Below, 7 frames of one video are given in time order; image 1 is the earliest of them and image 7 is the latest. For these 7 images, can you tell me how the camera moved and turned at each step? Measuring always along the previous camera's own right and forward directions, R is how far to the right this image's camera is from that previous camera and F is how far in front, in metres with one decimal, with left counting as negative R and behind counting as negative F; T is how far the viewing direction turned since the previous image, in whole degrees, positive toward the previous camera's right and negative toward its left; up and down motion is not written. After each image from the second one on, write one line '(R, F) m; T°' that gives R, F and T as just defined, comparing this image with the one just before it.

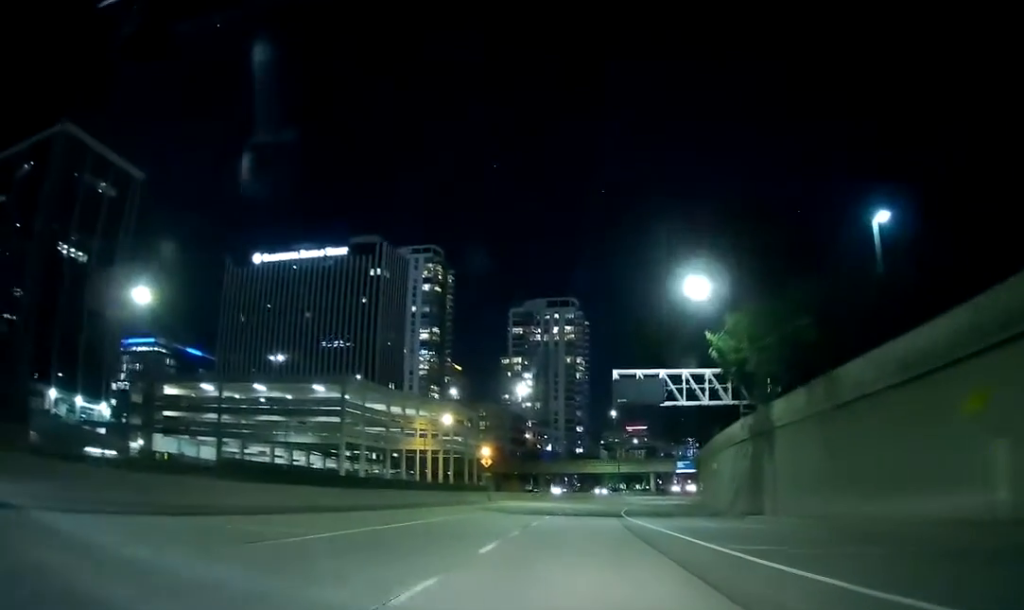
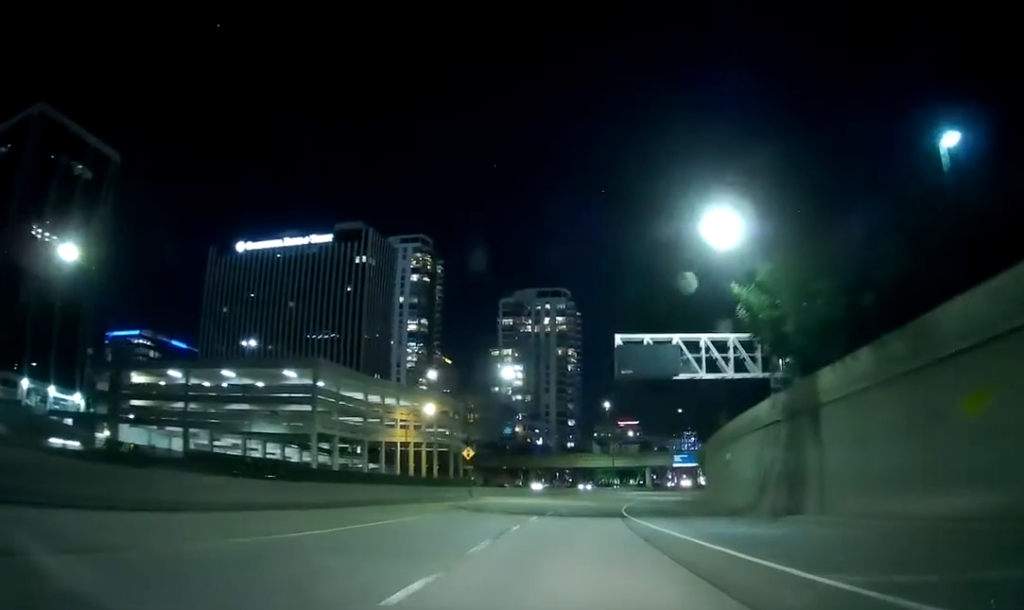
(+0.1, +7.4) m; +1°
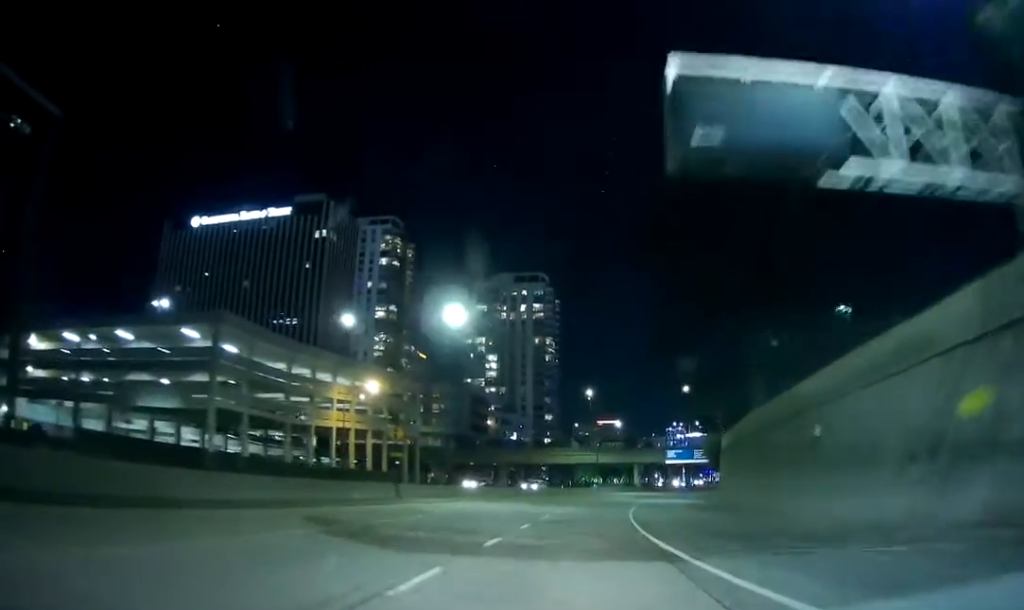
(+0.2, +20.6) m; +2°
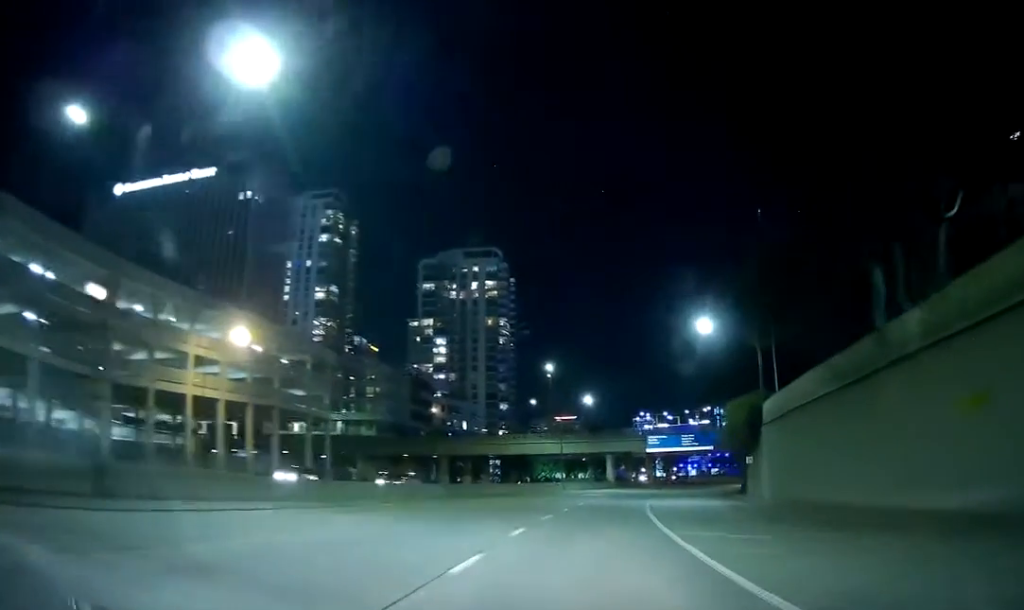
(+0.5, +26.7) m; +3°
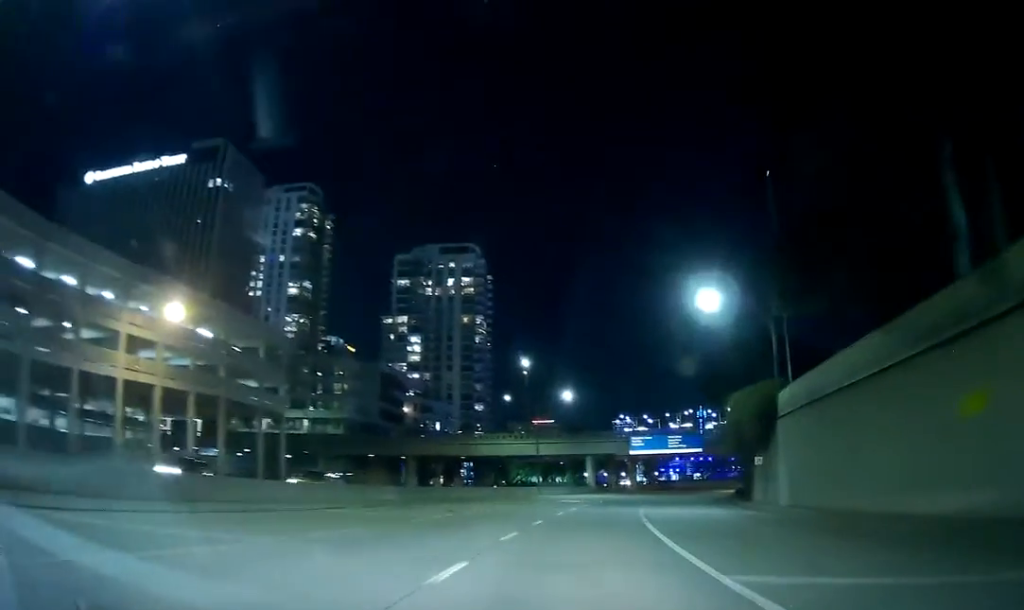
(+0.1, +8.3) m; +1°
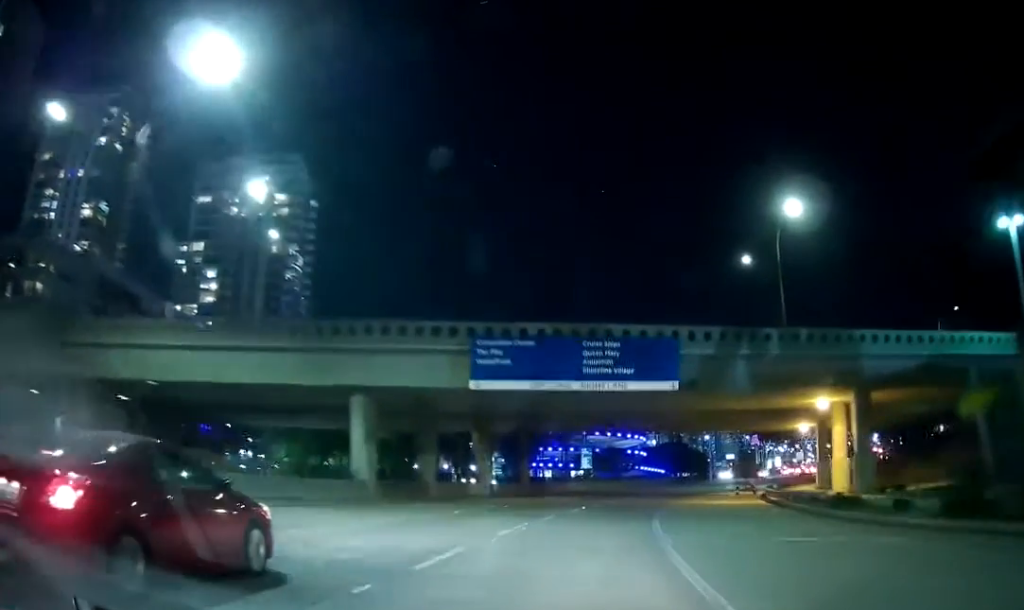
(+5.9, +63.3) m; +11°
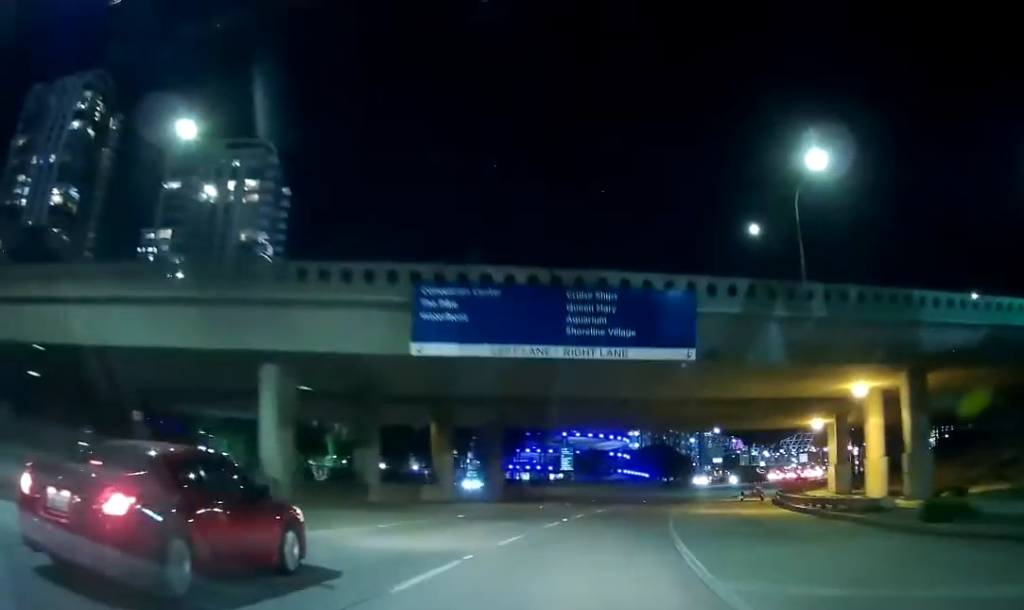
(+0.1, +8.8) m; +1°
